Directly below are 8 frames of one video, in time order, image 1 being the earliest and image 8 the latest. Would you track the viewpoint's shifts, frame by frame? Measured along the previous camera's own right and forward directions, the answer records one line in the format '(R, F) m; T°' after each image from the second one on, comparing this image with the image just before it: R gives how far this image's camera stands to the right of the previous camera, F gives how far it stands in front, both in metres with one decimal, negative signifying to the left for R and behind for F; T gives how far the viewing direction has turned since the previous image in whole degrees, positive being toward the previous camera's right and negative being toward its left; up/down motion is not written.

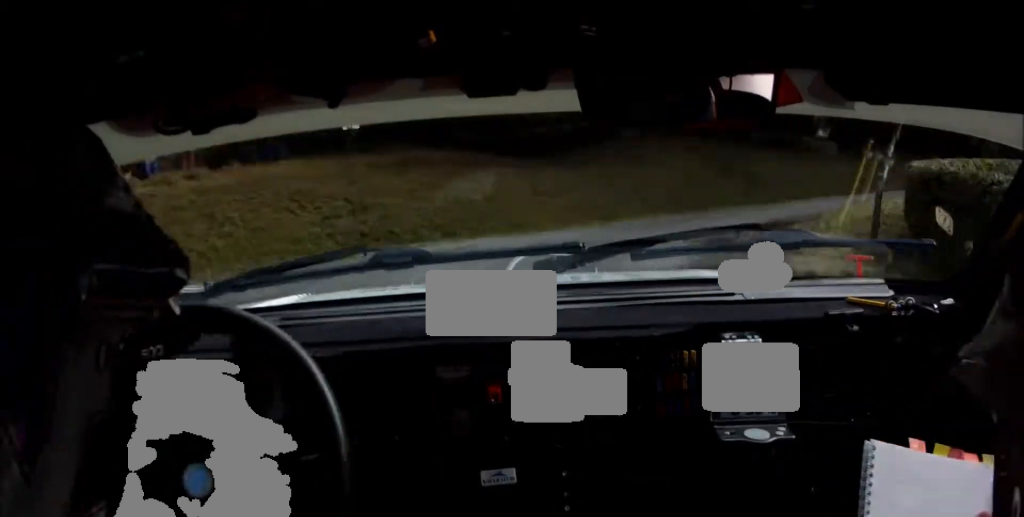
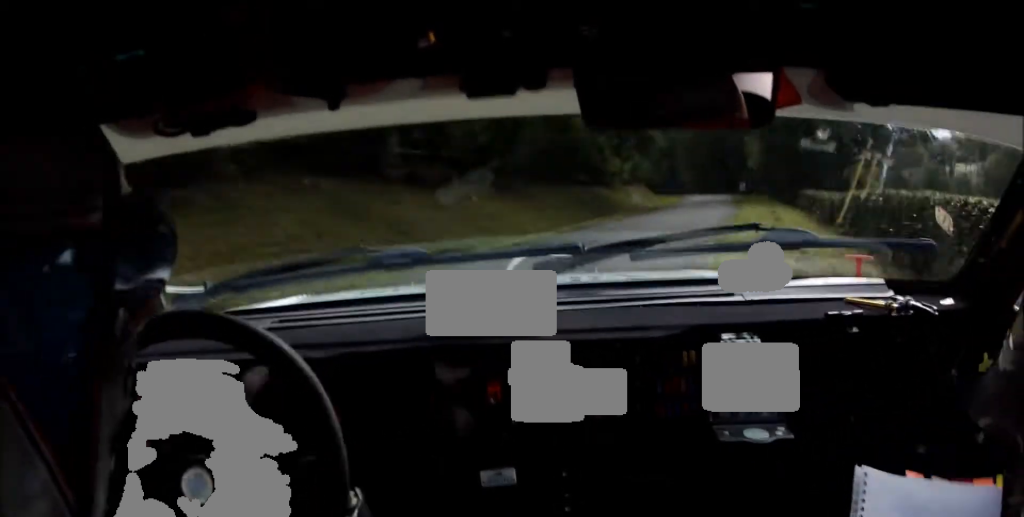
(+2.5, +7.7) m; +17°
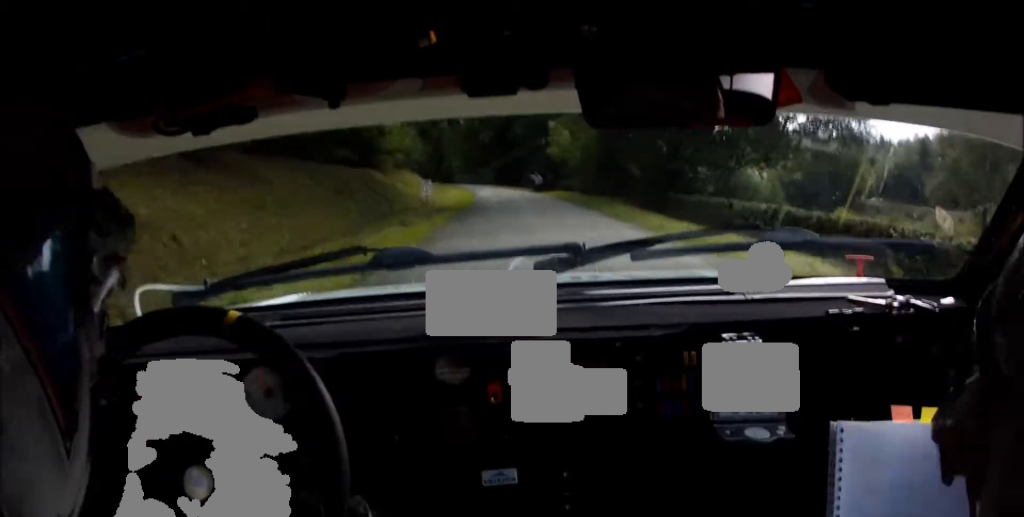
(+3.7, +15.4) m; +16°
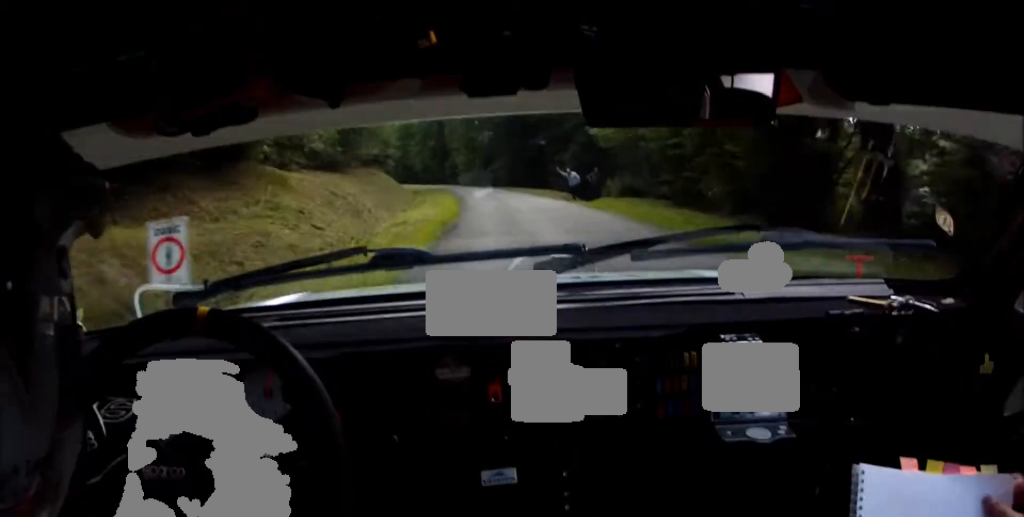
(+0.7, +25.2) m; -1°
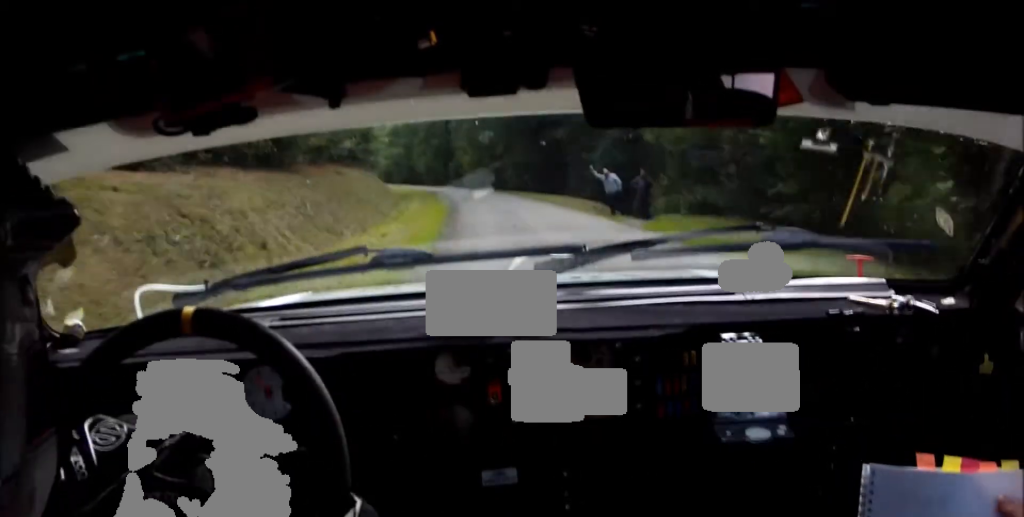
(-0.3, +11.7) m; -1°
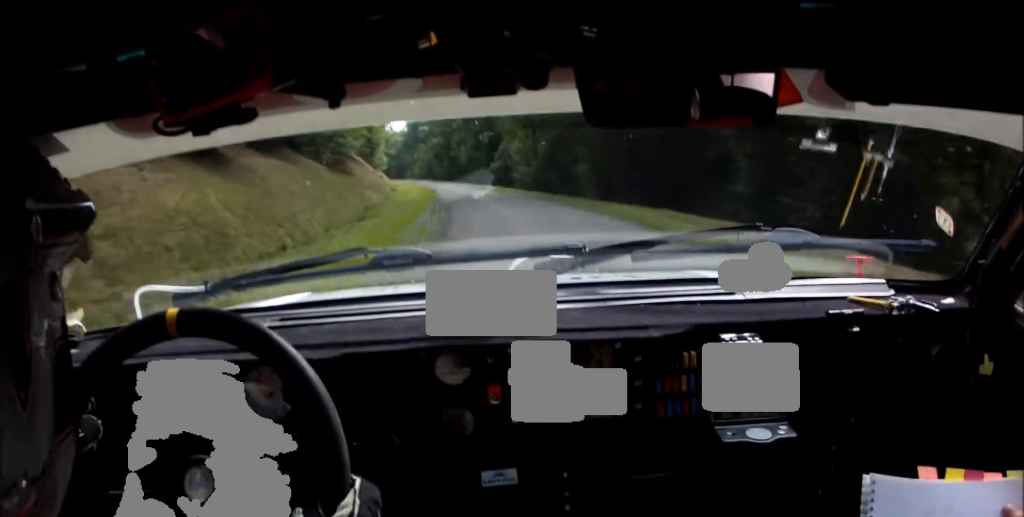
(-0.5, +27.4) m; -3°
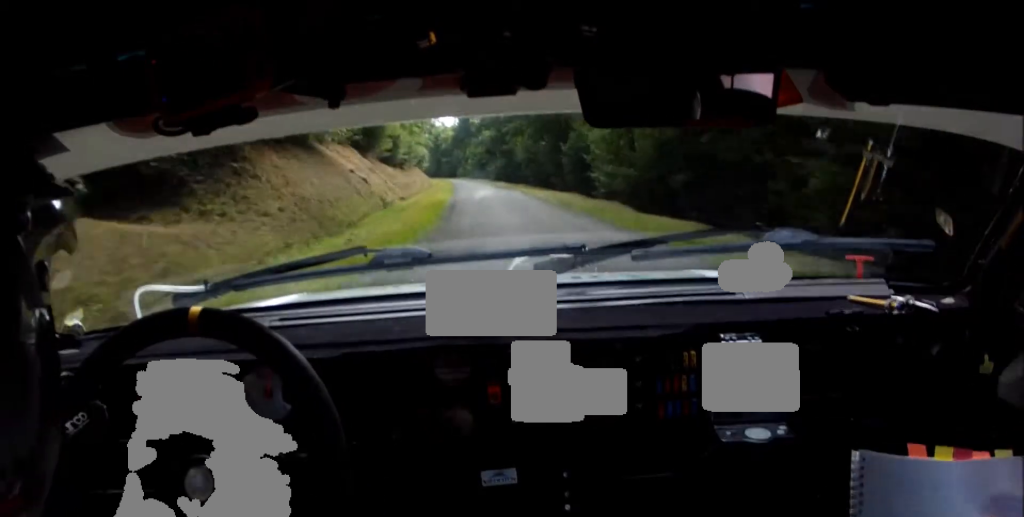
(-0.8, +26.2) m; -3°
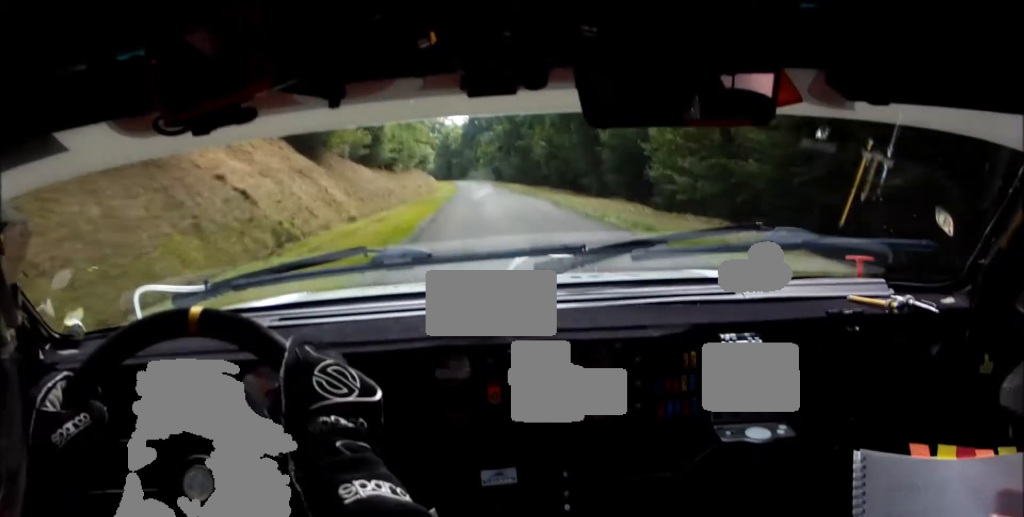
(-0.3, +17.1) m; -1°
